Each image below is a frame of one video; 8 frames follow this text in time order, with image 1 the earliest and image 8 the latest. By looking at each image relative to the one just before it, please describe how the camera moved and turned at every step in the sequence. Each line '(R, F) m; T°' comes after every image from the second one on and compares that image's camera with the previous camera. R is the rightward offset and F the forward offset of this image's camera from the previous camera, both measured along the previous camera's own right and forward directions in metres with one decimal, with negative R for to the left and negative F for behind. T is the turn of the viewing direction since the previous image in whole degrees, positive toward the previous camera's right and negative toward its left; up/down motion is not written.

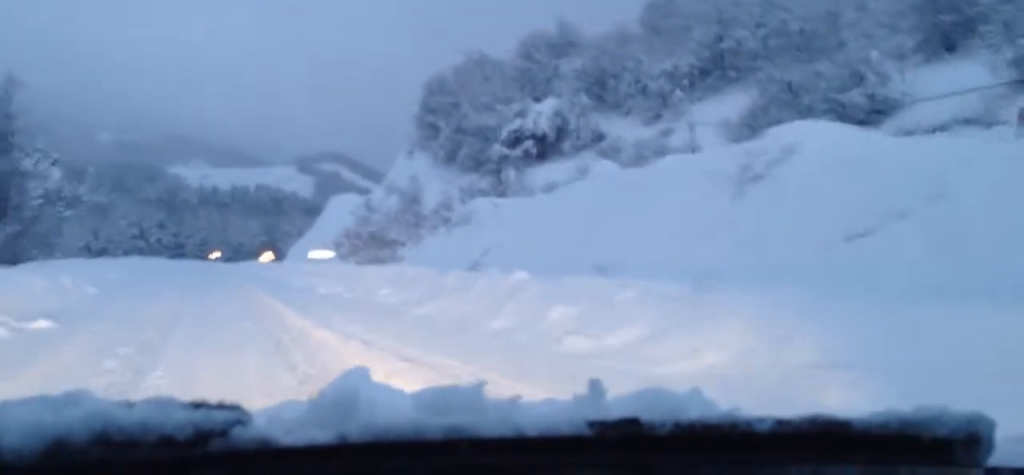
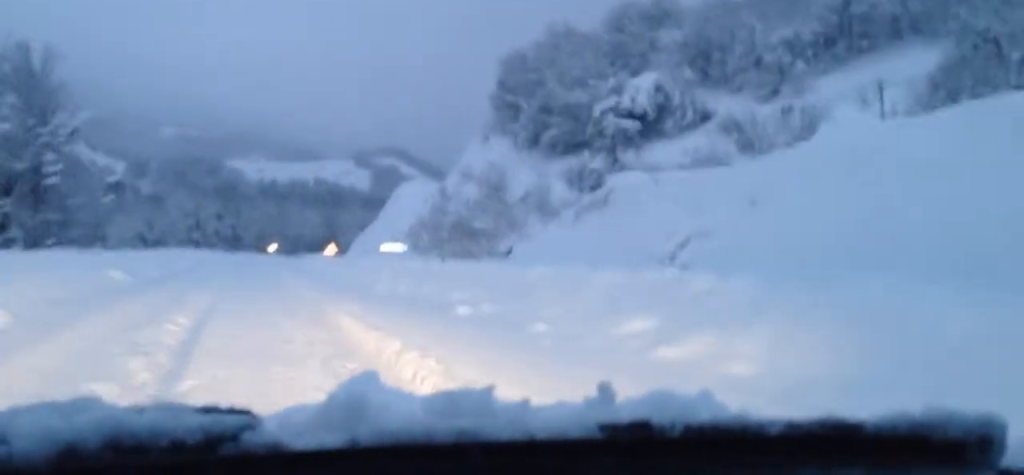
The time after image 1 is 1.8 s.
(-1.1, +14.0) m; -6°
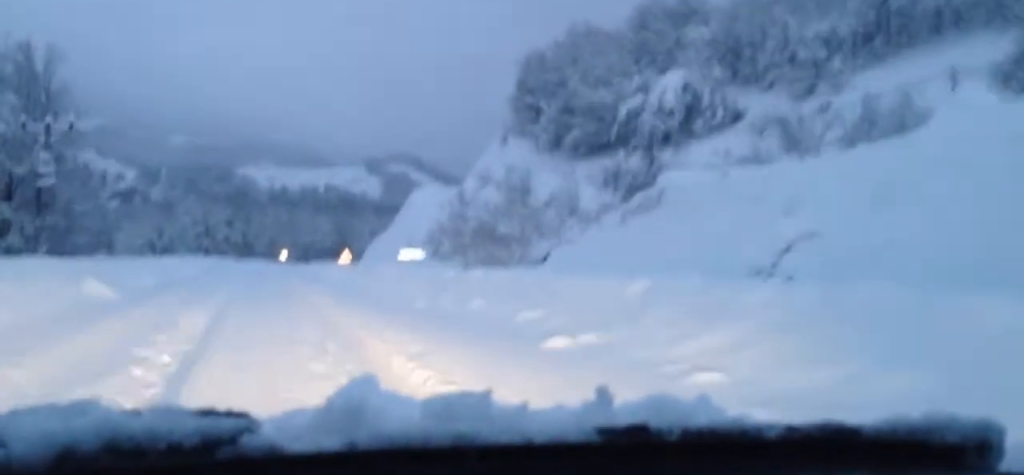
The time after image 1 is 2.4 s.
(0.0, +4.5) m; 0°
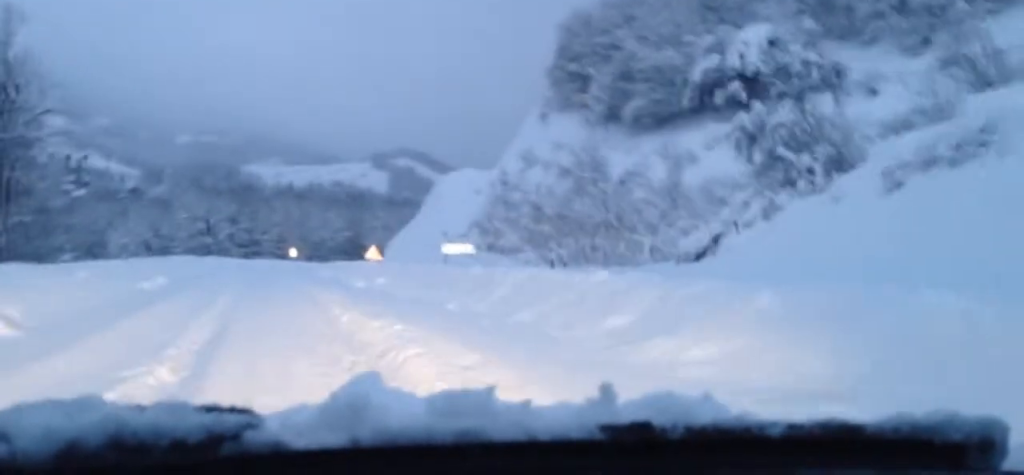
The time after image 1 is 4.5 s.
(+0.4, +16.4) m; +2°
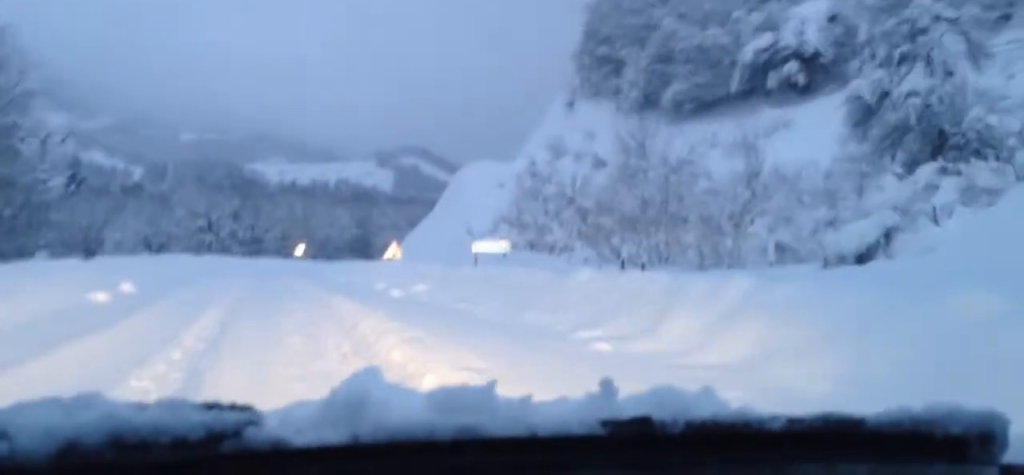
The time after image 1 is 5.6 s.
(0.0, +8.2) m; 0°
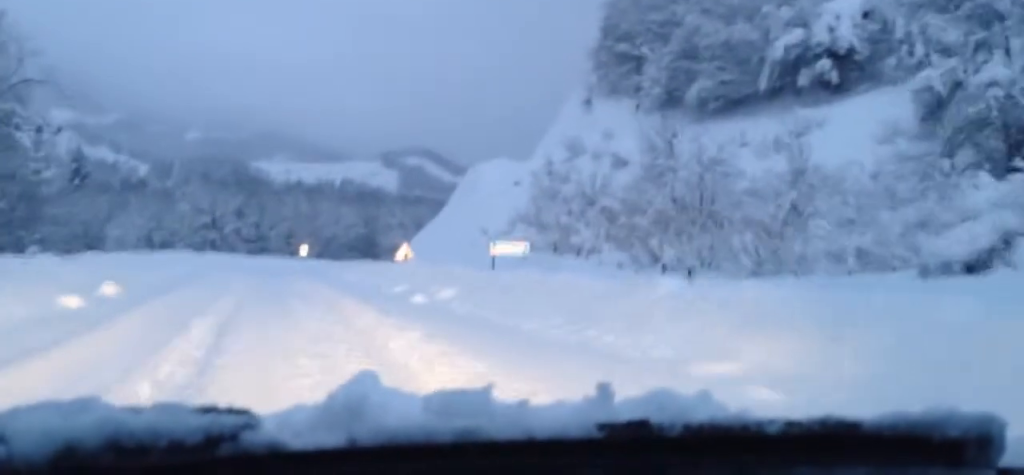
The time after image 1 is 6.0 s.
(0.0, +3.3) m; 0°
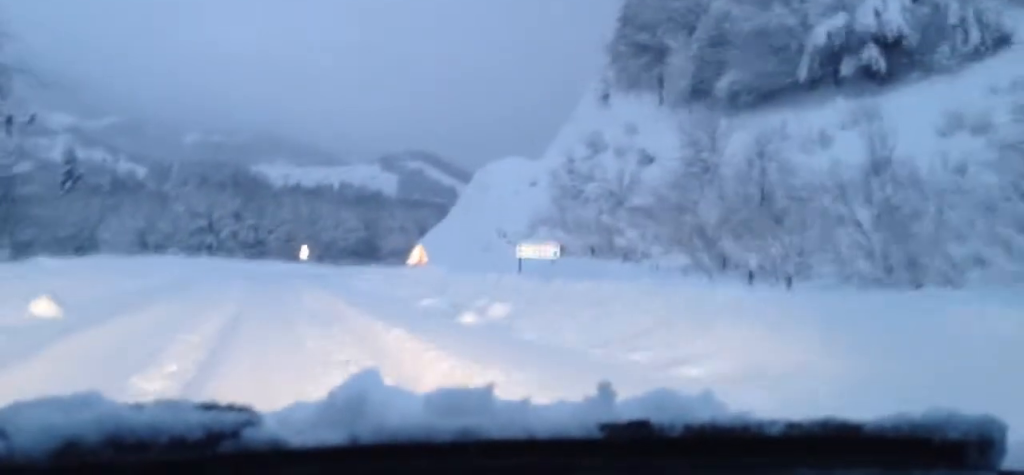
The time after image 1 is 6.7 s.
(0.0, +5.6) m; +1°
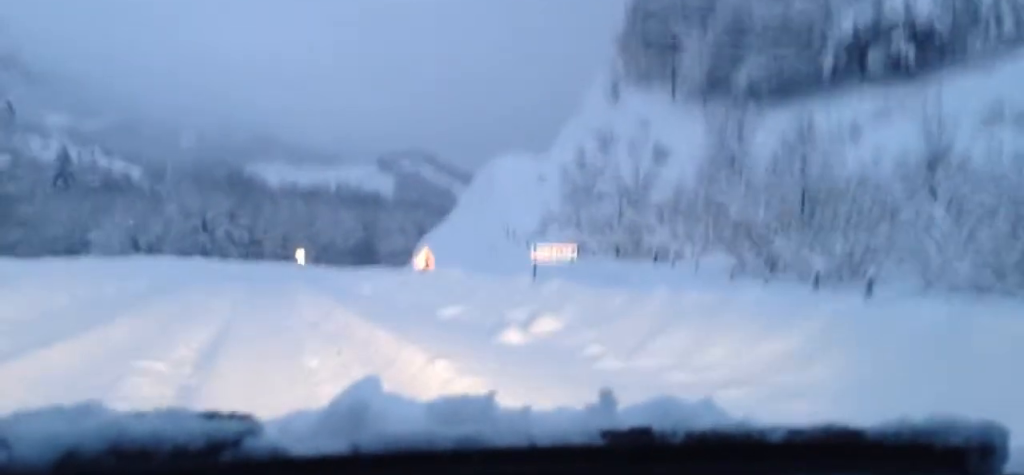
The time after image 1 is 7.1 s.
(0.0, +3.3) m; 0°
